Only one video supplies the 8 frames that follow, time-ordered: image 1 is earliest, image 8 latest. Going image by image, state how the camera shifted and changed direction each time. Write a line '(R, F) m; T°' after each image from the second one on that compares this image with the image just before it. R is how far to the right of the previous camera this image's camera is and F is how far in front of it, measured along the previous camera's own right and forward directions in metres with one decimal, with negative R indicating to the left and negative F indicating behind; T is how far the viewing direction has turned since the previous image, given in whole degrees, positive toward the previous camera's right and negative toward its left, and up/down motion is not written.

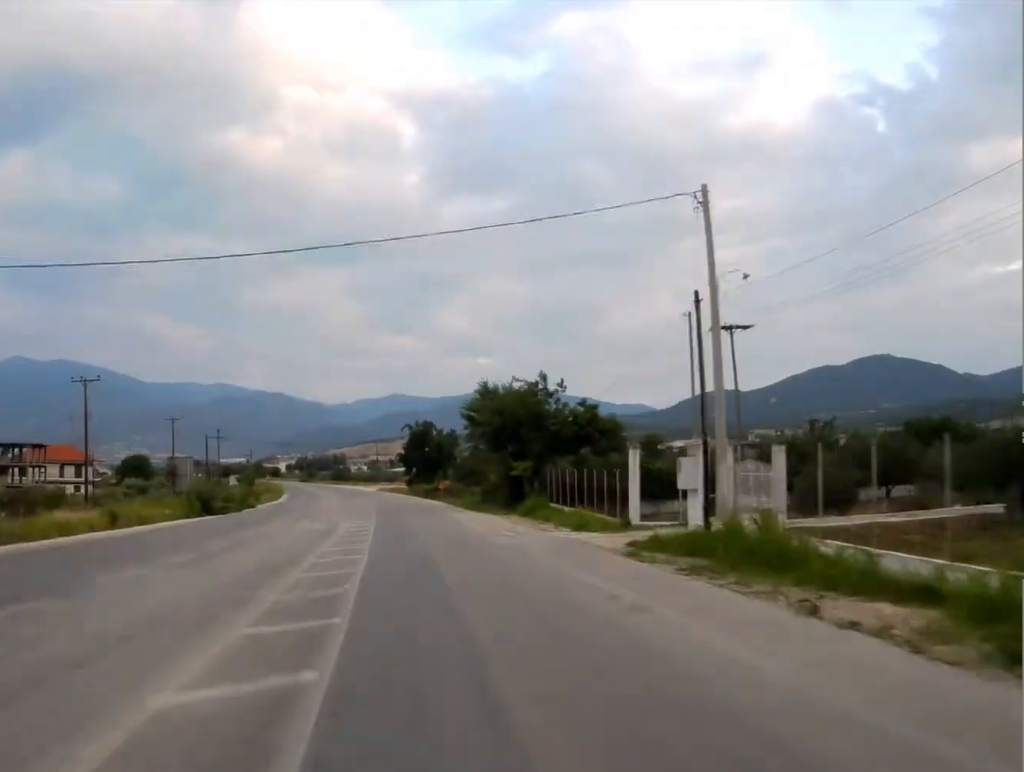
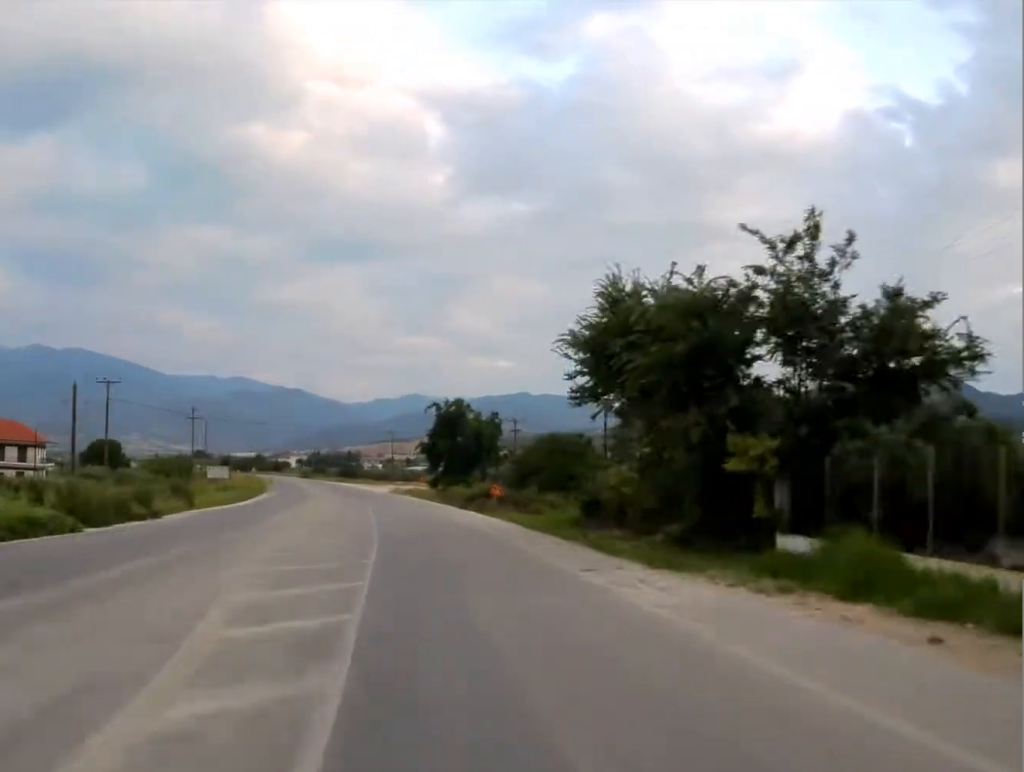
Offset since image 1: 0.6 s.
(0.0, +31.1) m; -1°
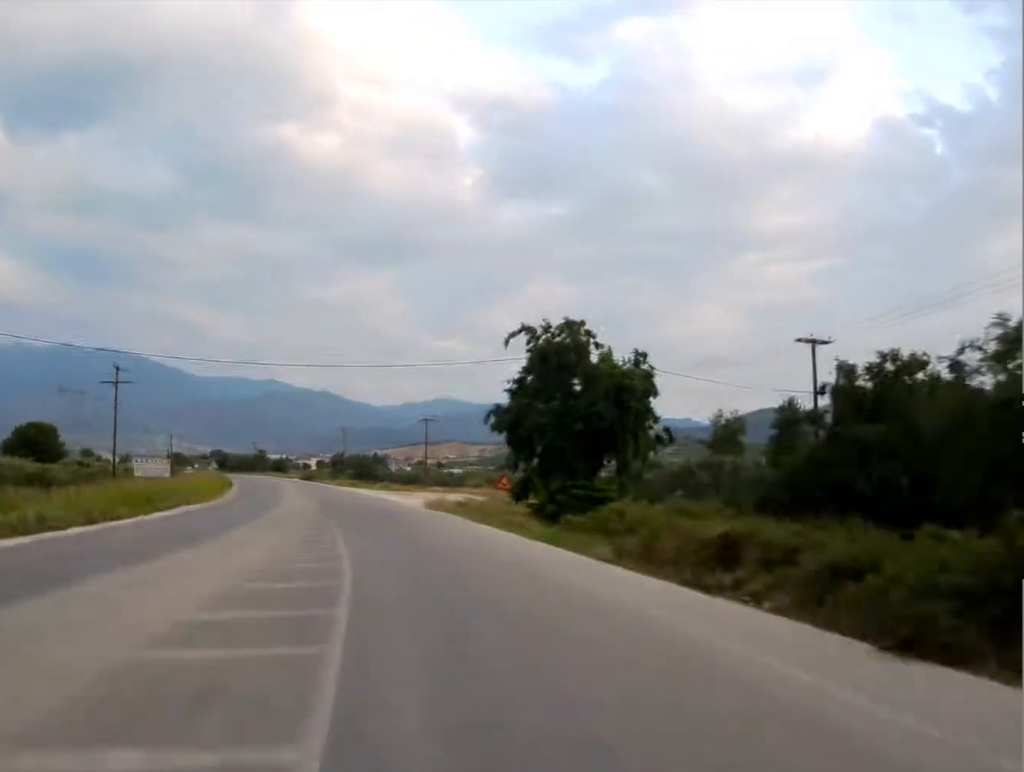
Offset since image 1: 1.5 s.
(-0.7, +44.5) m; -2°
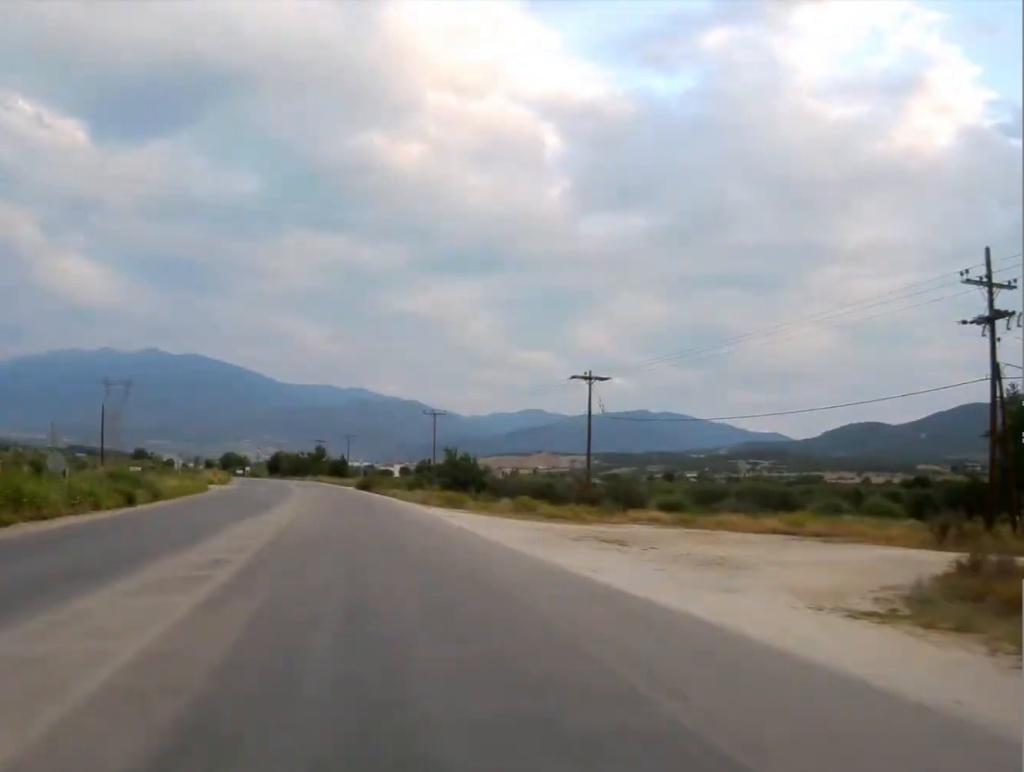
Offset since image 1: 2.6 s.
(-1.9, +51.7) m; -5°
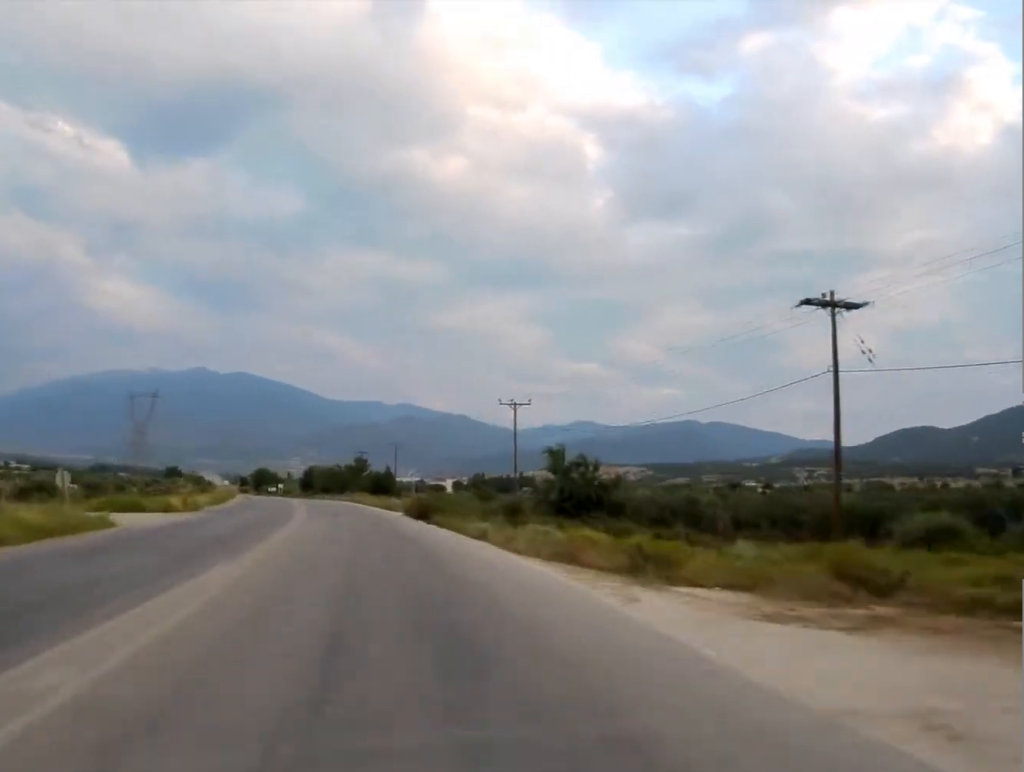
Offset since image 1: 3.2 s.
(-1.2, +27.5) m; -3°
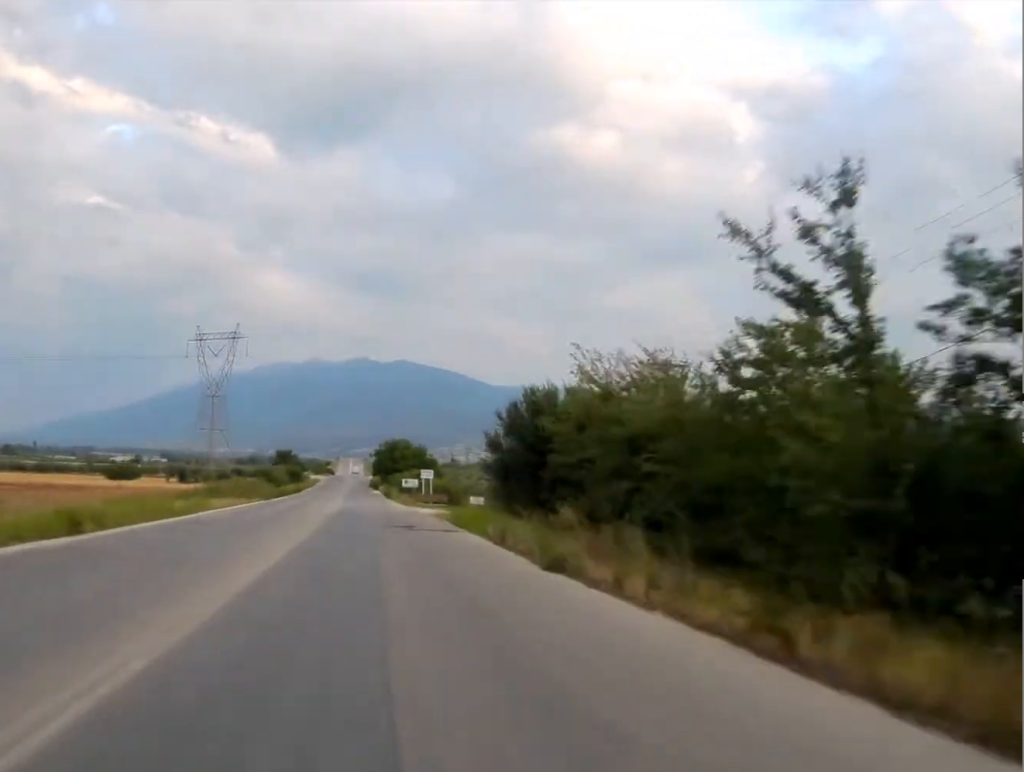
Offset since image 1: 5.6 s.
(-10.4, +114.0) m; -9°
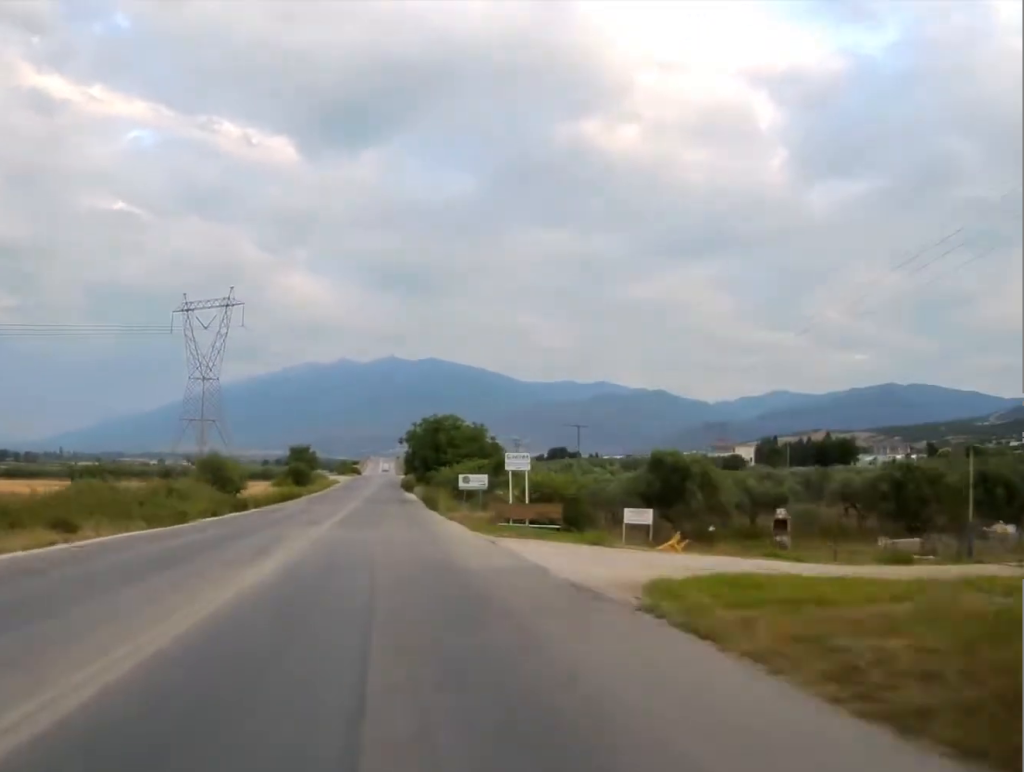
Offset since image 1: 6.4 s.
(-0.7, +39.4) m; -2°
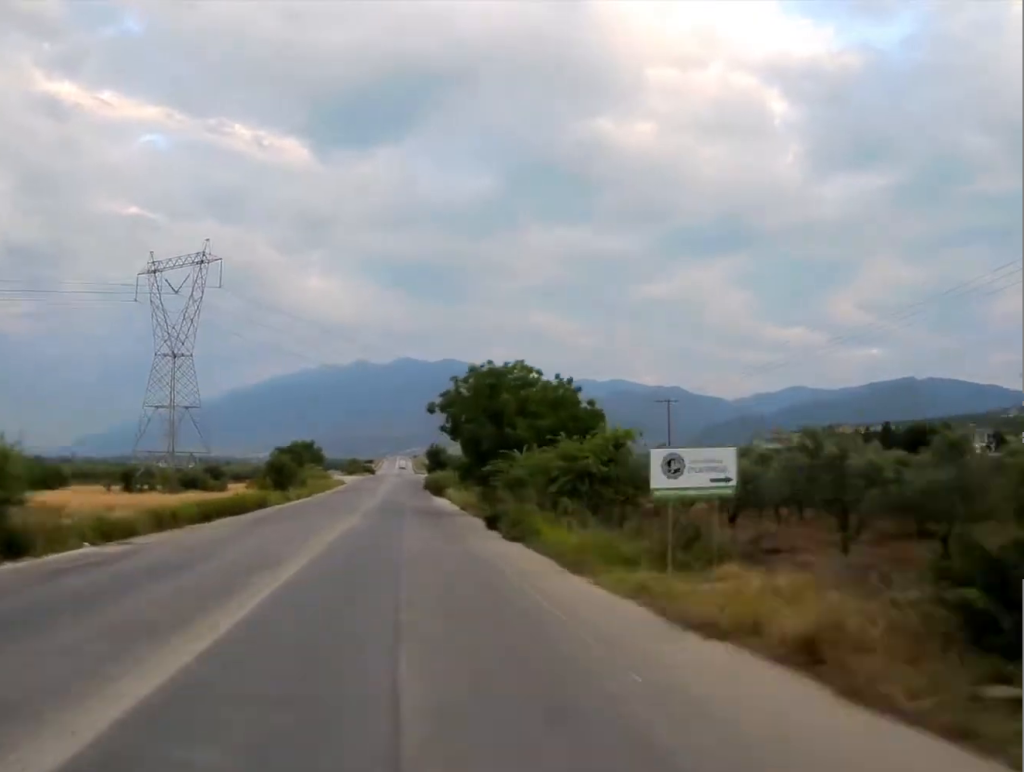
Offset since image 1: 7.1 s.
(-0.4, +31.6) m; -1°
